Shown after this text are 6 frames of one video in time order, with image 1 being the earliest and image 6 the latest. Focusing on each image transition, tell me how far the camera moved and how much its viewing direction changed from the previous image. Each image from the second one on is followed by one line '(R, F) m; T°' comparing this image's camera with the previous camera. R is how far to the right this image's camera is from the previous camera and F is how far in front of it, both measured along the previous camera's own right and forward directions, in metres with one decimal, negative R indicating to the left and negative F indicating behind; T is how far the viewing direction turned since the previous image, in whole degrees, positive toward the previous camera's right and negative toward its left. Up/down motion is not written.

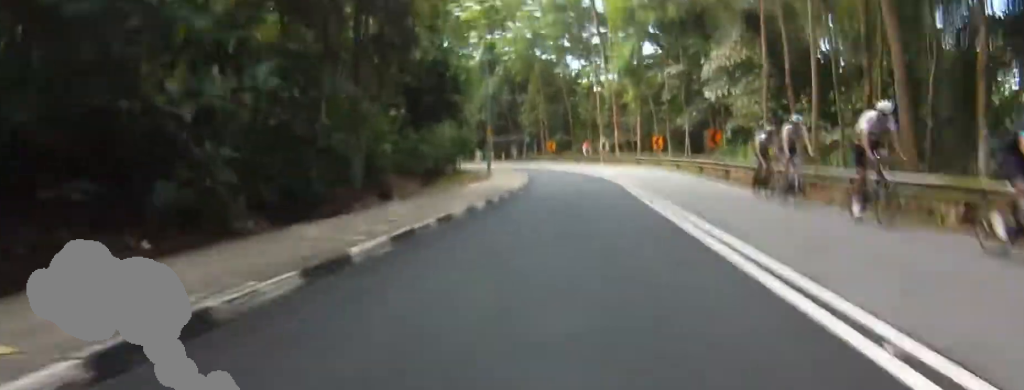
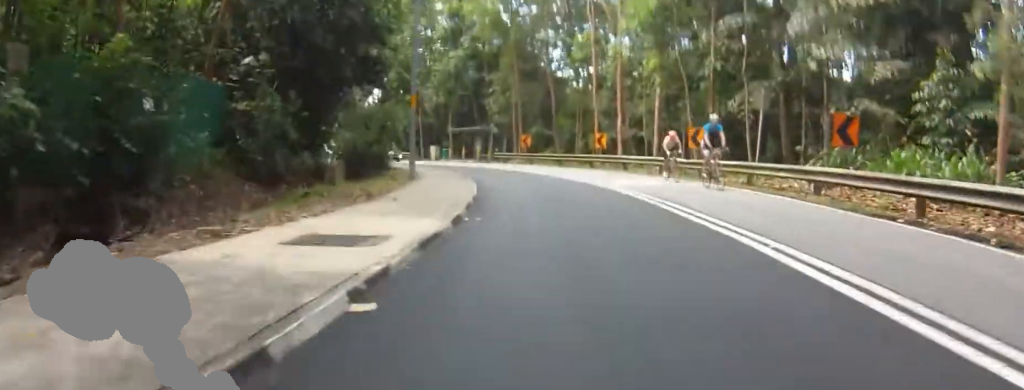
(+1.3, +12.5) m; +14°
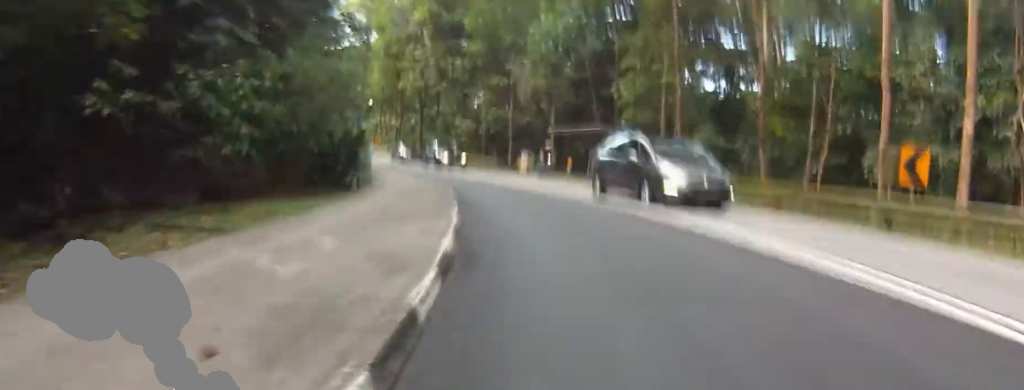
(+1.0, +17.5) m; +1°
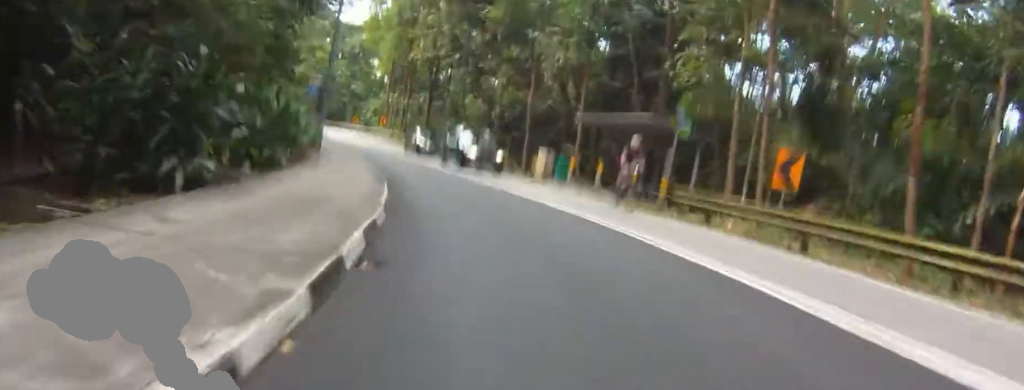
(-0.1, +5.3) m; +4°
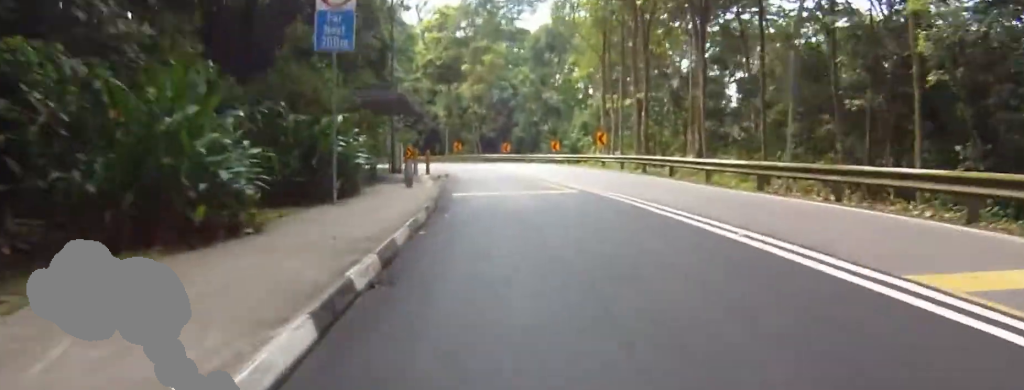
(-0.4, +19.5) m; -14°
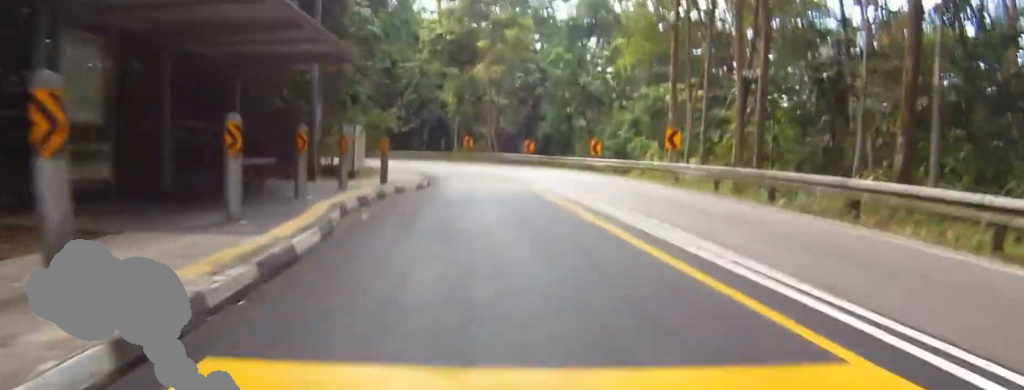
(+1.8, +9.5) m; +9°
